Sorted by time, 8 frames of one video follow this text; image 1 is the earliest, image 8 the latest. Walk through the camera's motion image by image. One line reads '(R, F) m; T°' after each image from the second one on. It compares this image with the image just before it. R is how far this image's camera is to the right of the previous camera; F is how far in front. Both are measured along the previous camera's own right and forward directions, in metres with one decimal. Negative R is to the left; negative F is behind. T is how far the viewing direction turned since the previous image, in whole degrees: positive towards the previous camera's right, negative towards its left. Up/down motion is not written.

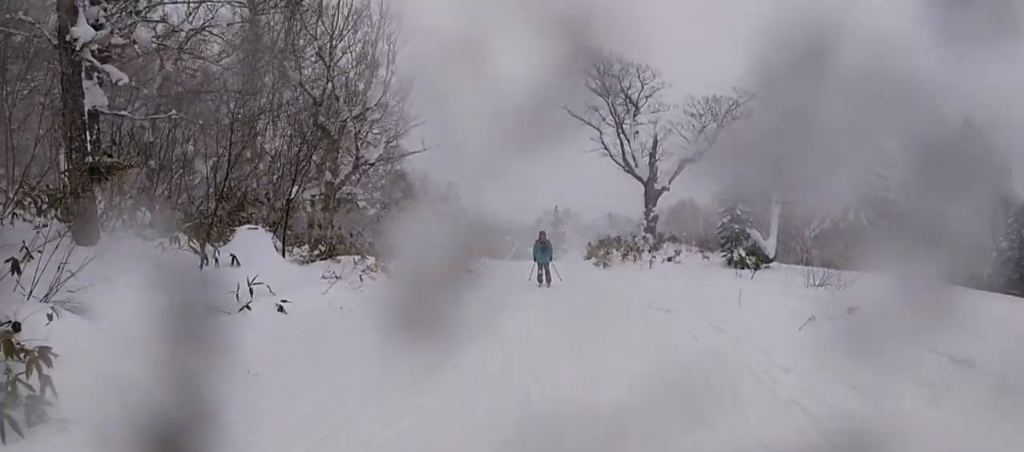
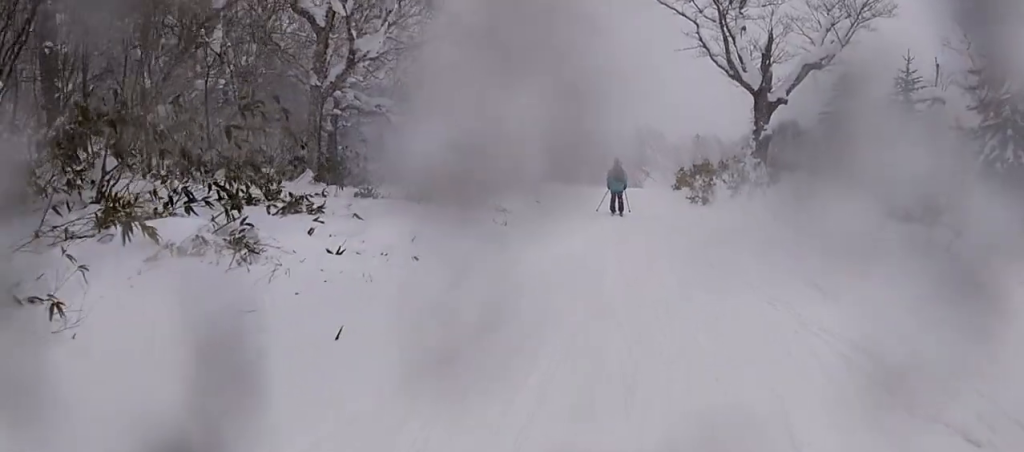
(-0.5, +7.2) m; -5°
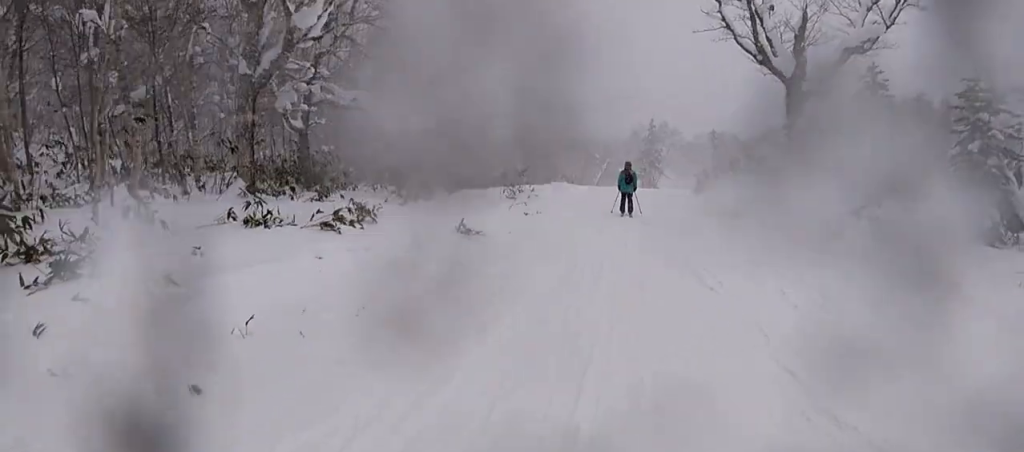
(0.0, +4.5) m; 0°
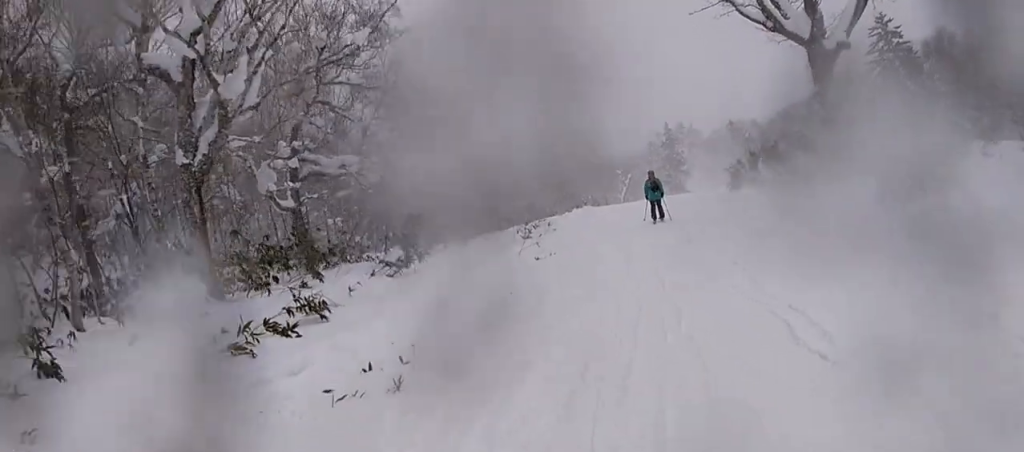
(0.0, +3.2) m; -4°
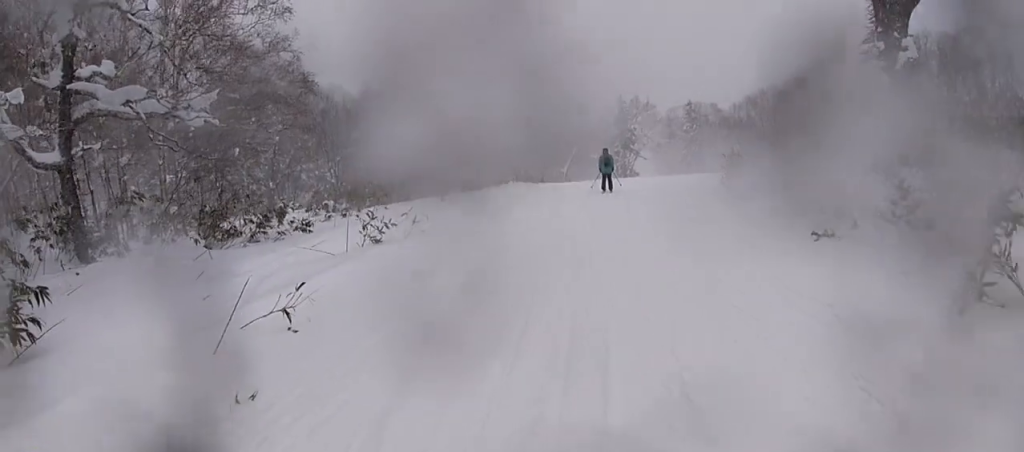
(-0.5, +10.1) m; -3°
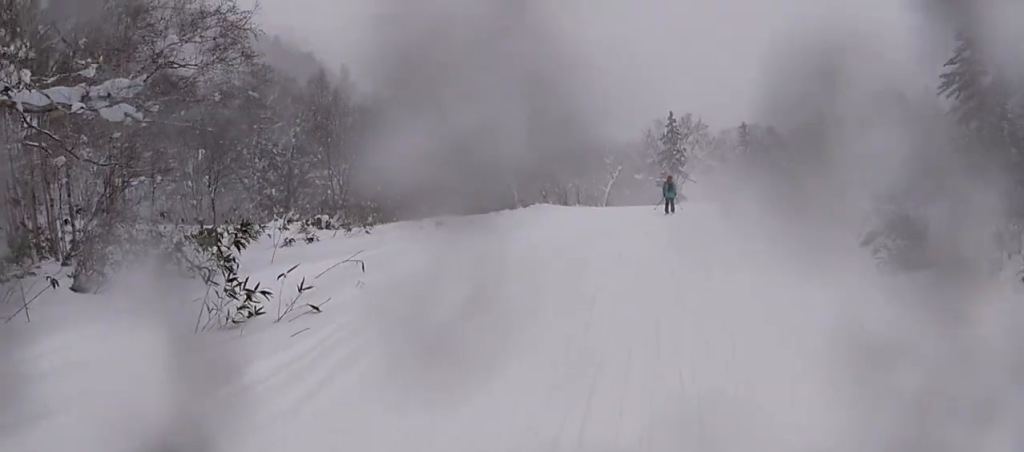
(+0.3, +6.3) m; +17°
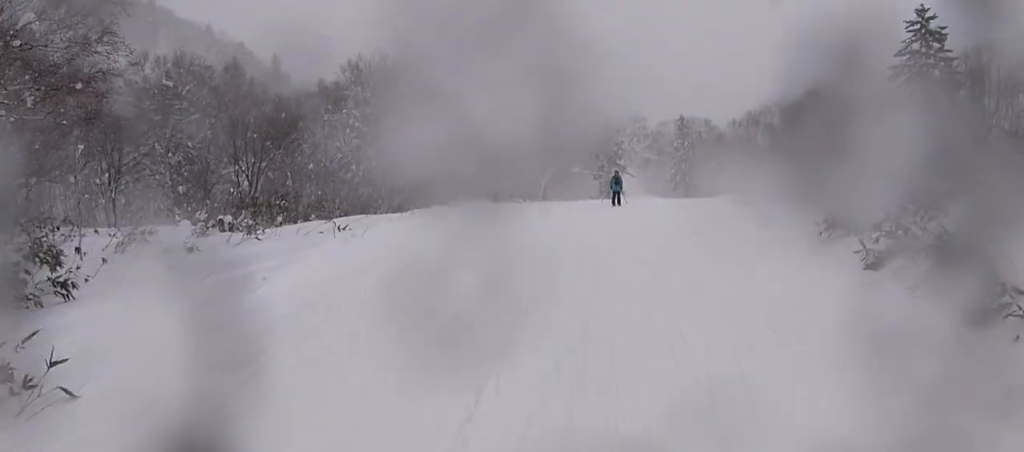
(+1.3, +2.8) m; -1°
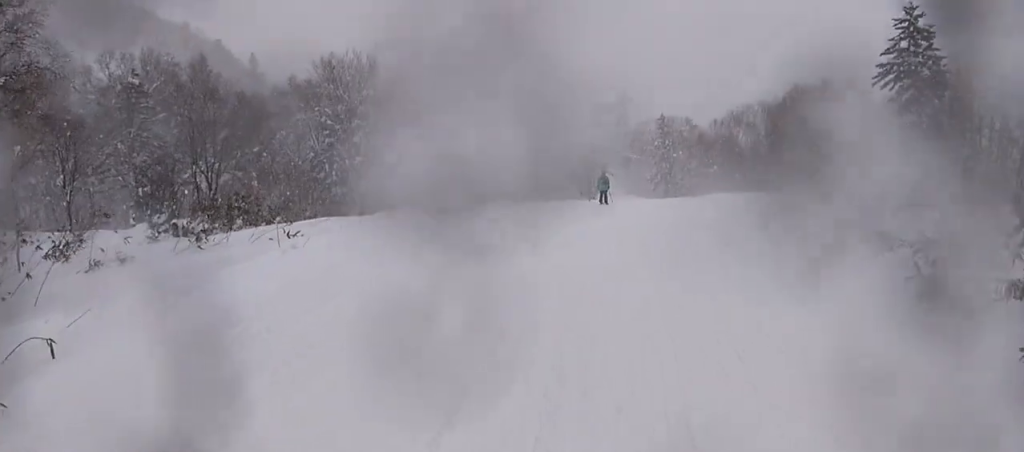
(-0.9, +1.7) m; -8°
